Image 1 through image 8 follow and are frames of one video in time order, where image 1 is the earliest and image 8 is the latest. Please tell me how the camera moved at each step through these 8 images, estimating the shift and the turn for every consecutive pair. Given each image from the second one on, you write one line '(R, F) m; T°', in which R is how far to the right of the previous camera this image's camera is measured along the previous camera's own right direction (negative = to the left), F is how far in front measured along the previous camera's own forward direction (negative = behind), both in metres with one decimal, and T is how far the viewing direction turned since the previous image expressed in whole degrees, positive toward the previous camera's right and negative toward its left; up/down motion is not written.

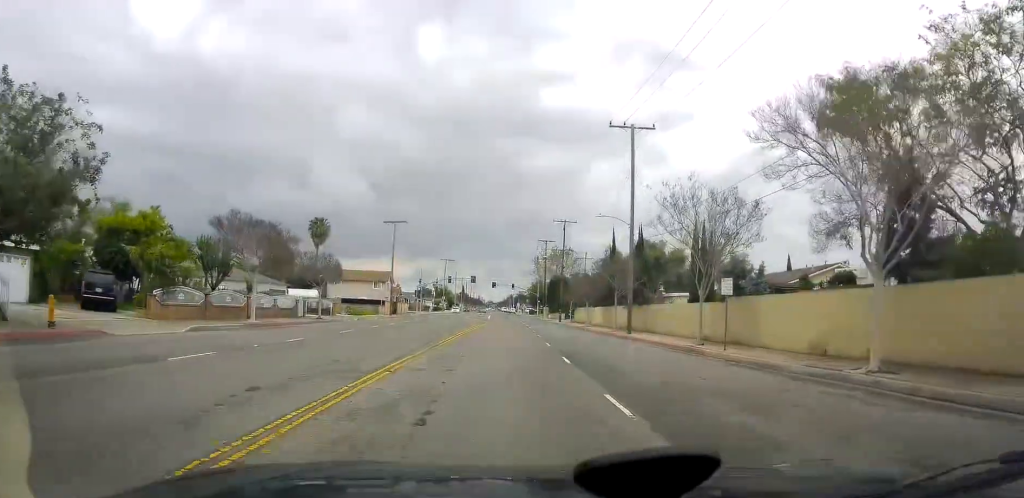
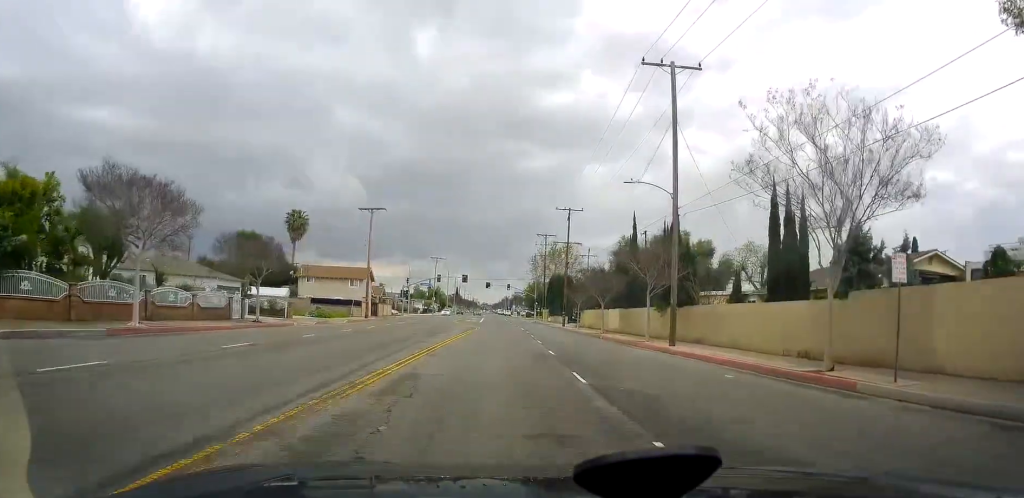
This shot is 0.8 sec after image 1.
(-0.2, +10.6) m; 0°
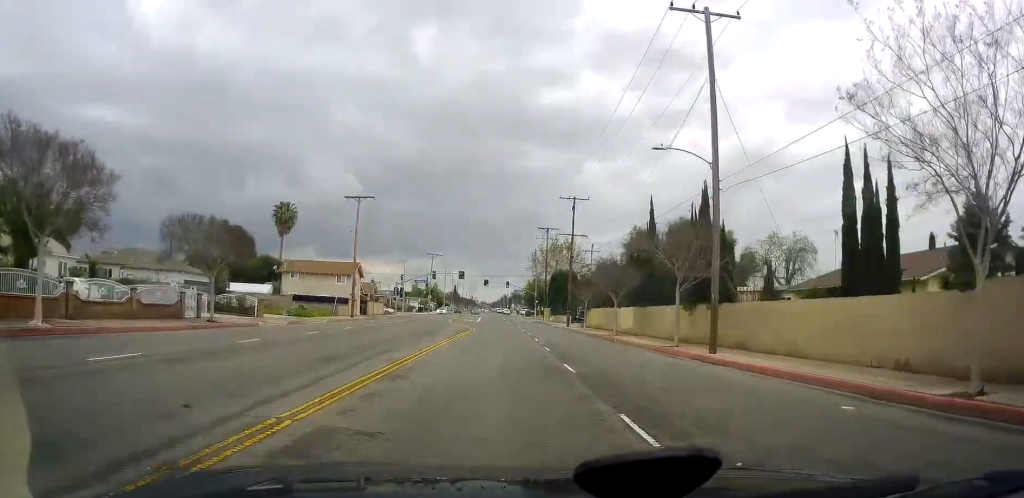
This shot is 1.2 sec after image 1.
(-0.1, +5.5) m; +1°
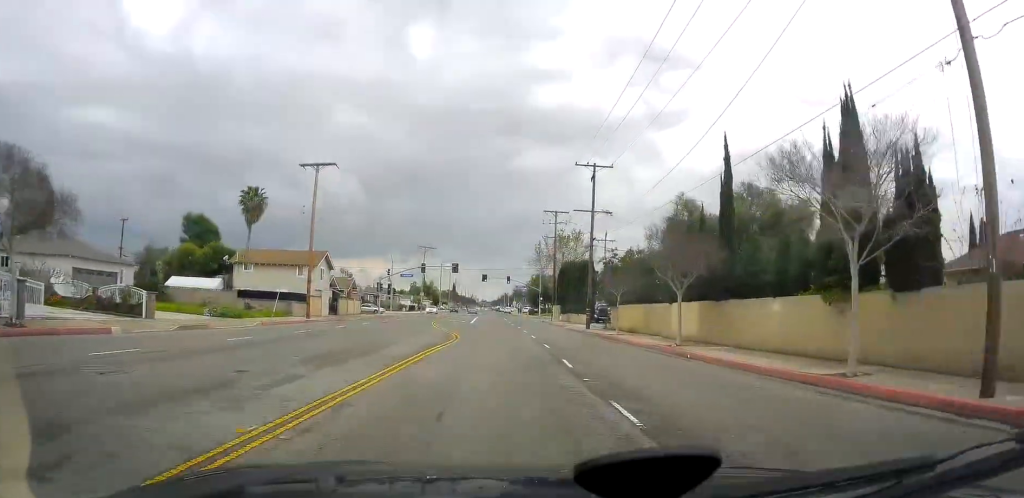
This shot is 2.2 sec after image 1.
(+0.4, +13.6) m; 0°
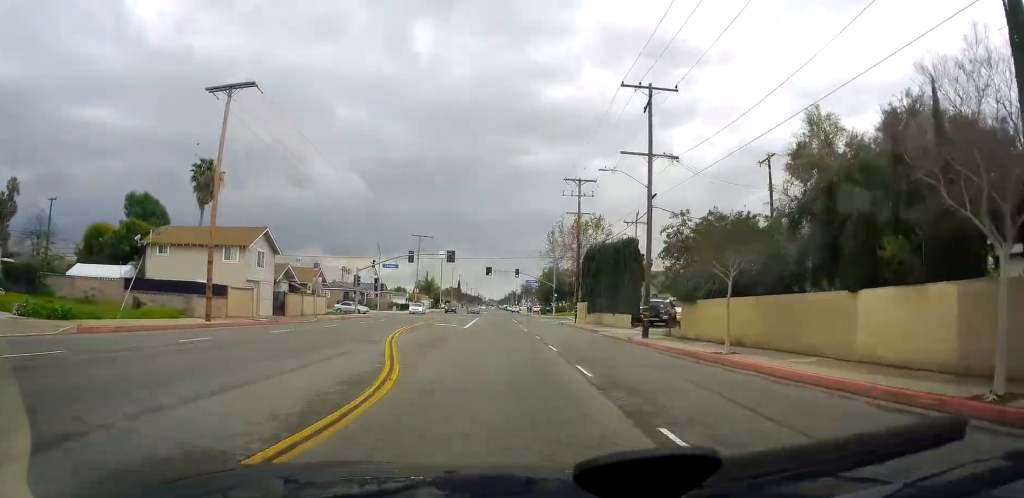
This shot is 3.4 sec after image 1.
(-0.5, +16.6) m; -2°
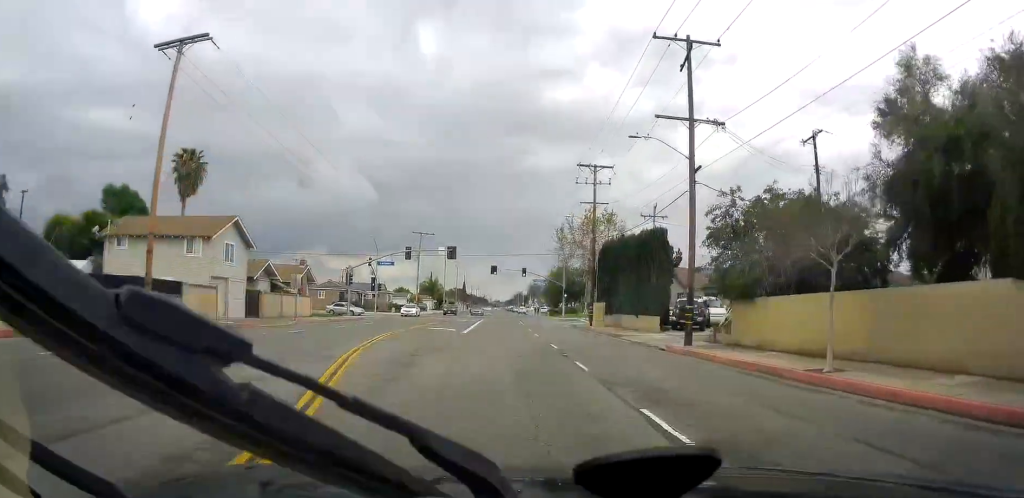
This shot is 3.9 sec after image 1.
(0.0, +6.0) m; 0°
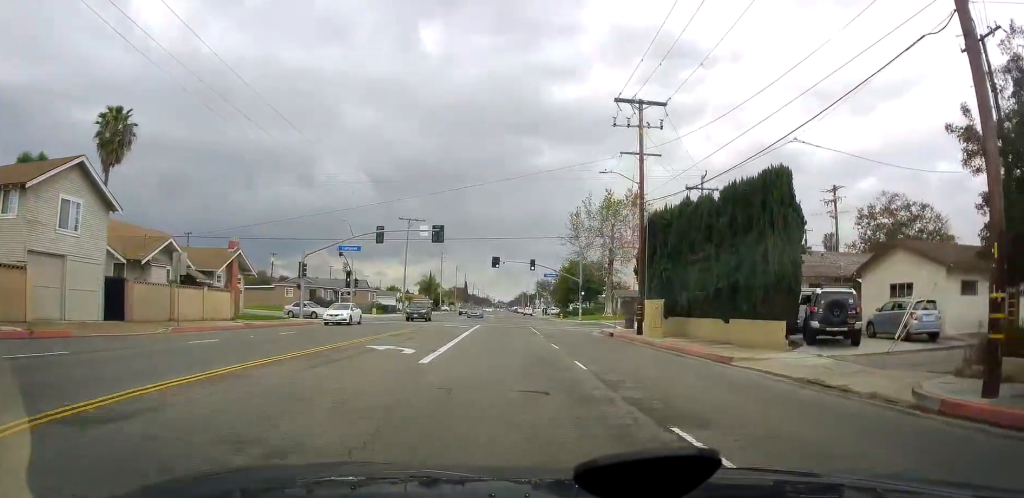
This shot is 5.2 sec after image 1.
(0.0, +16.0) m; 0°
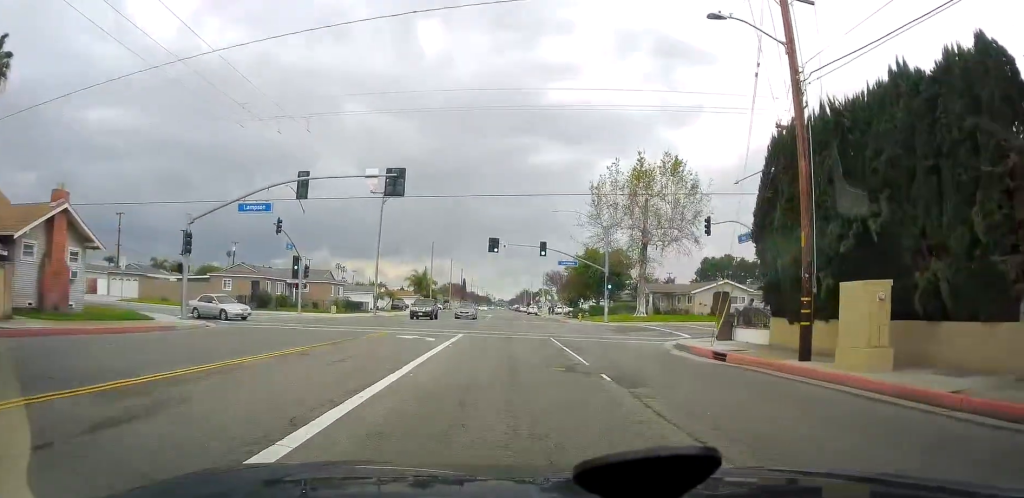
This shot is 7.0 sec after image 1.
(0.0, +19.4) m; 0°
